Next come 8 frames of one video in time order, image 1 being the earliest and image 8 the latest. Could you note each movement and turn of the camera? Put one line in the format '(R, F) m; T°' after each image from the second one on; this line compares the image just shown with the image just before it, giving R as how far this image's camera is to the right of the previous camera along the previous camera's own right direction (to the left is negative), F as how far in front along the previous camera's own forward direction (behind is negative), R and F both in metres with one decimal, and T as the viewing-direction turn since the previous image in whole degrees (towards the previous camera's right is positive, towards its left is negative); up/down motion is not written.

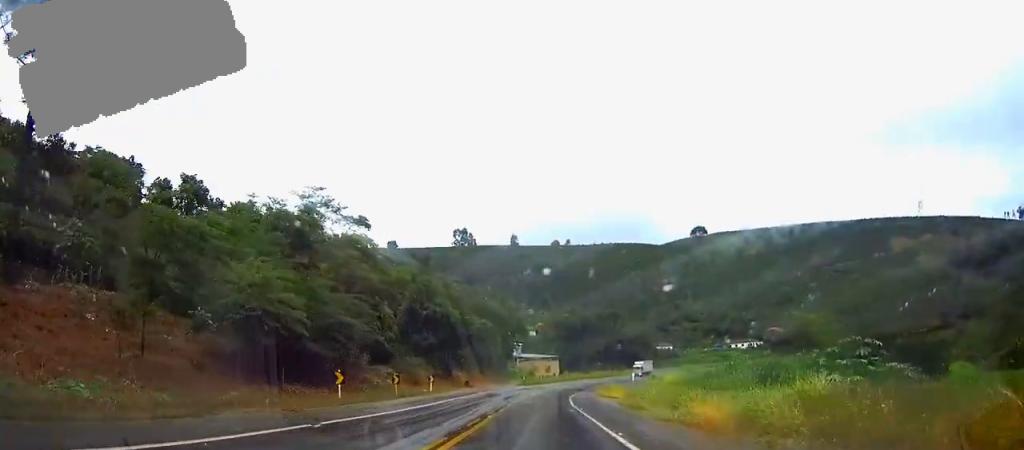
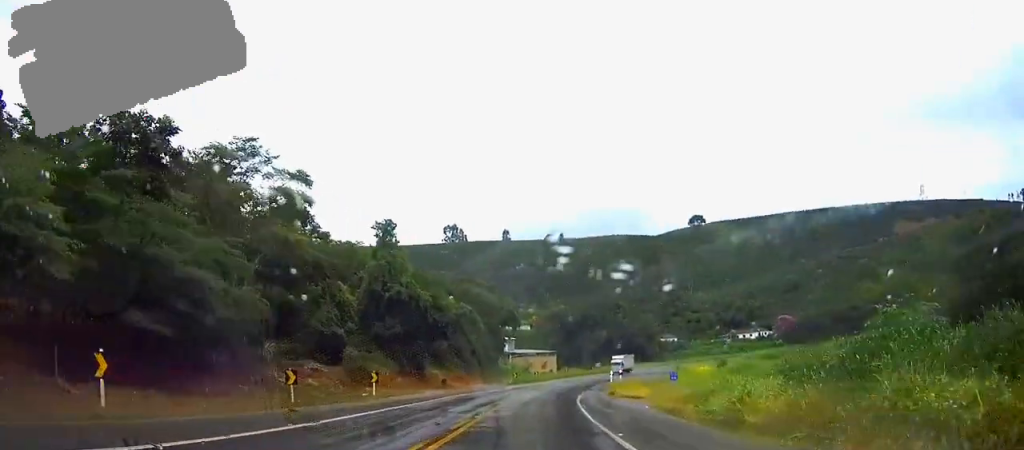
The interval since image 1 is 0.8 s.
(+0.2, +18.3) m; +1°
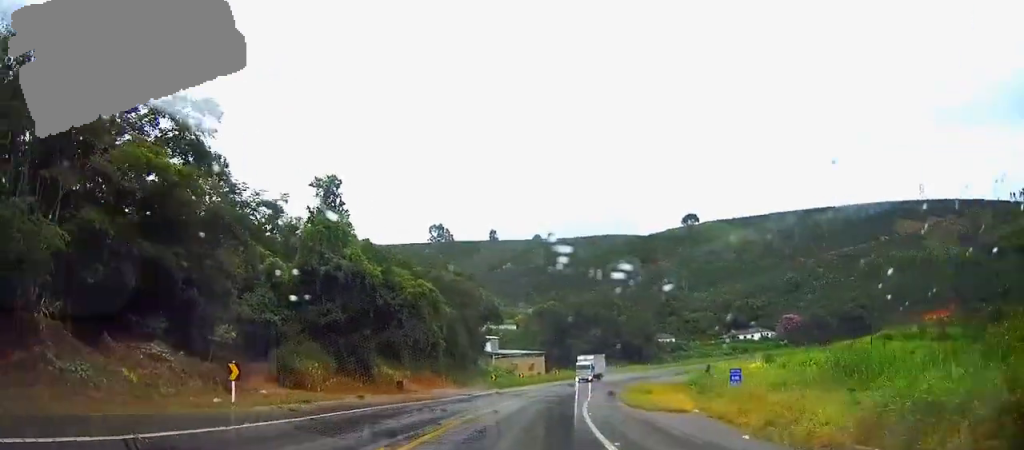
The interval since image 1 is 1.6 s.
(+0.2, +17.4) m; +1°
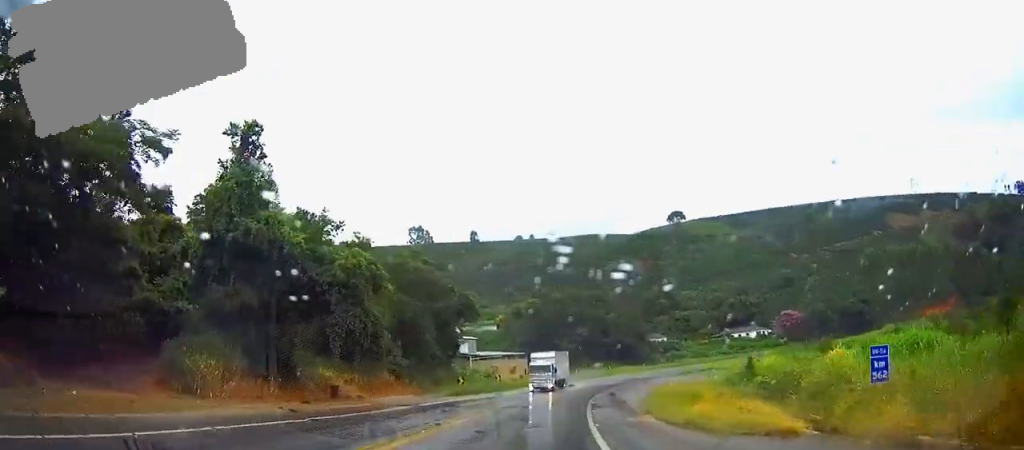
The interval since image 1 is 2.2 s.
(+0.1, +14.3) m; +1°
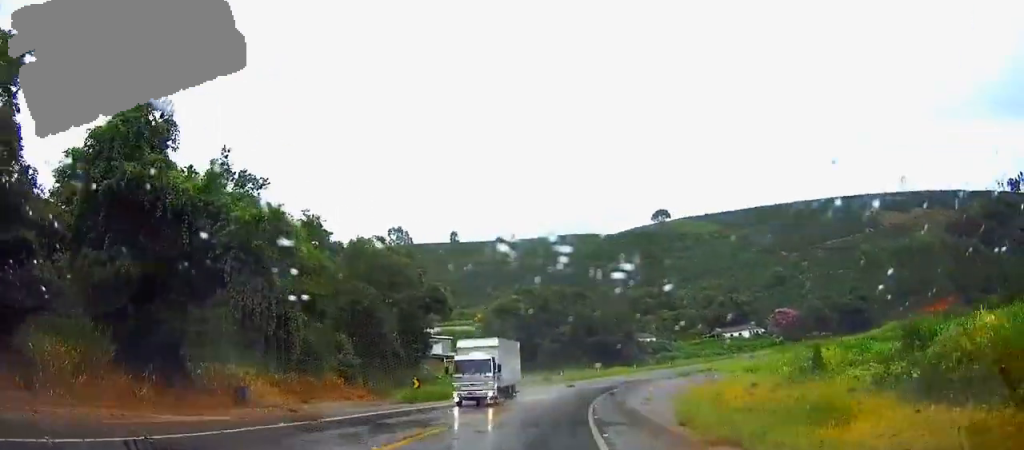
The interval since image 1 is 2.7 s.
(-0.1, +11.9) m; +2°
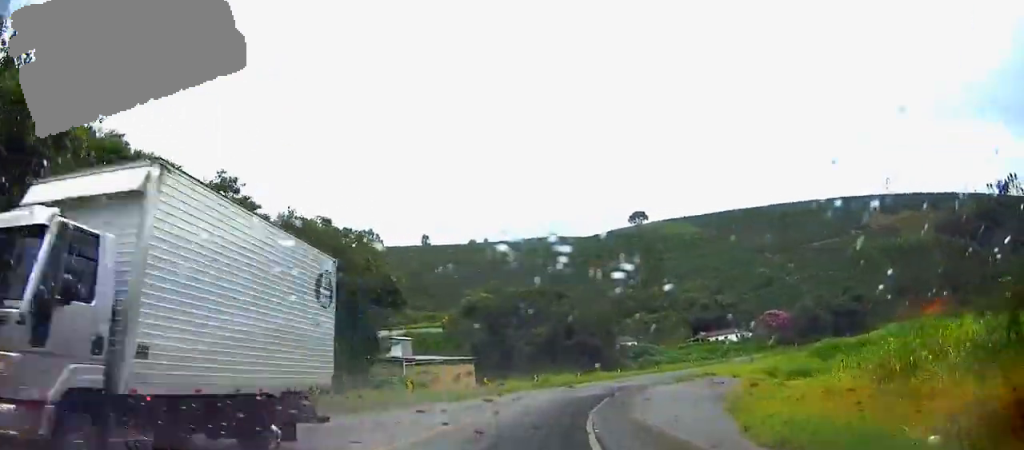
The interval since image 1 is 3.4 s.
(+0.3, +14.0) m; +2°
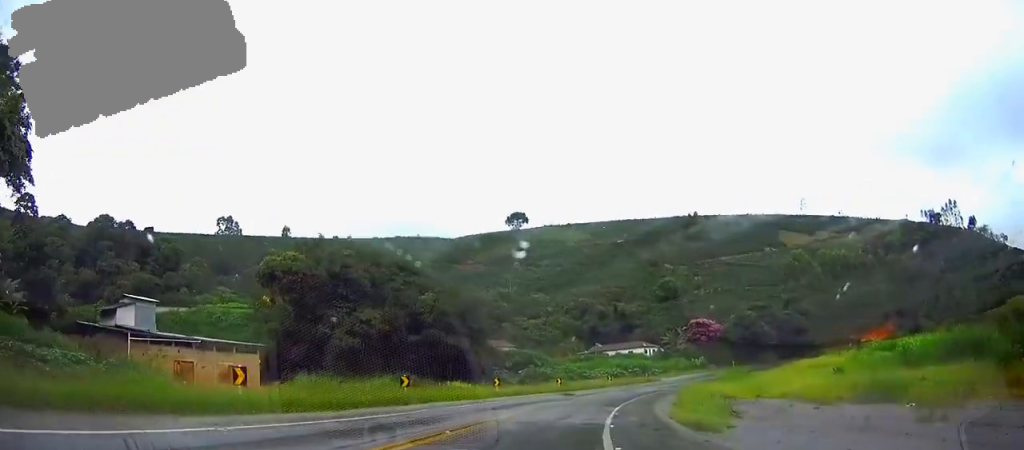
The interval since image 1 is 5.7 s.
(+3.7, +50.2) m; +10°
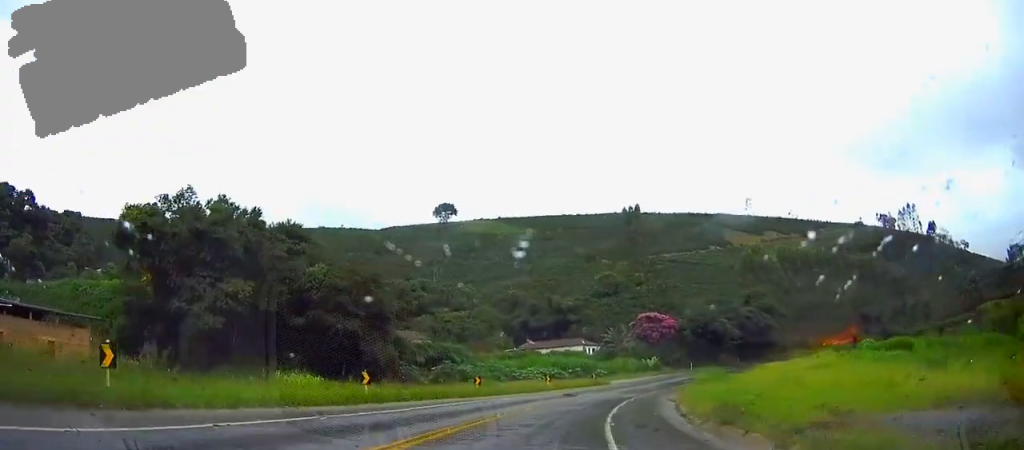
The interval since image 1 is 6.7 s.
(+1.2, +21.9) m; +6°
